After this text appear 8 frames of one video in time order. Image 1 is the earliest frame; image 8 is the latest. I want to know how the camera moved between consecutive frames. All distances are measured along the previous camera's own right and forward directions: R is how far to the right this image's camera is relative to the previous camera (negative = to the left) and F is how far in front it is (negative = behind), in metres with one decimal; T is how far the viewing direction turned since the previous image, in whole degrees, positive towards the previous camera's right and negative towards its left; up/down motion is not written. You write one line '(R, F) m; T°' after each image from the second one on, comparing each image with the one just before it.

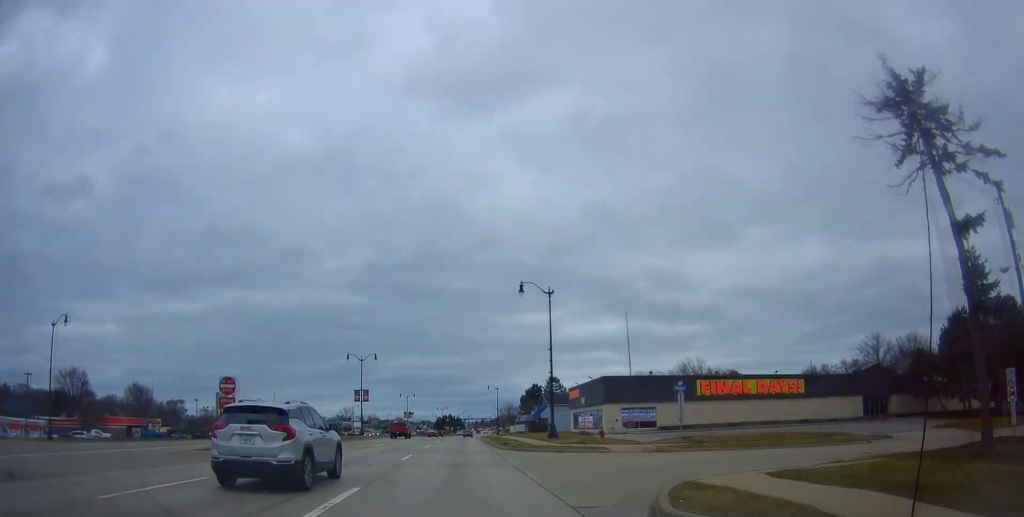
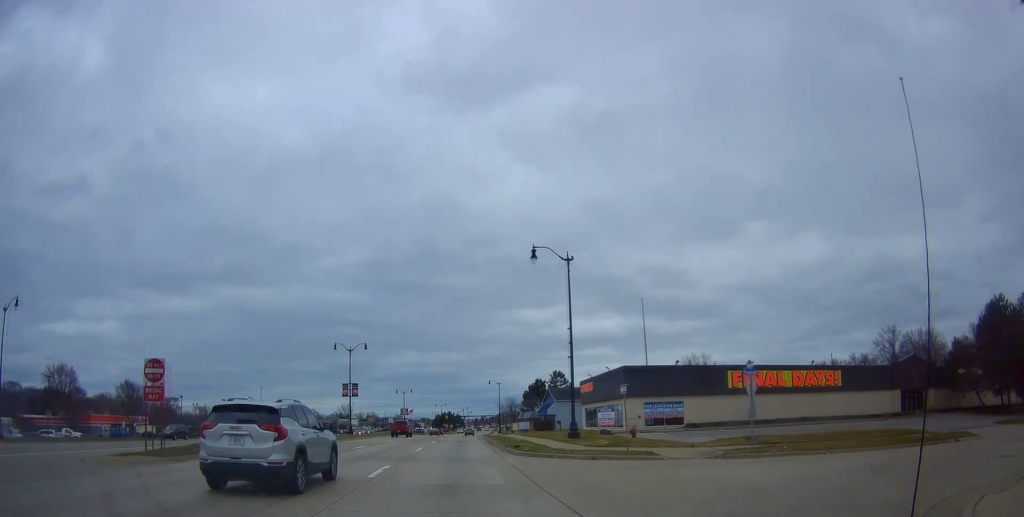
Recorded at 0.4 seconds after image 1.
(-0.2, +7.7) m; 0°
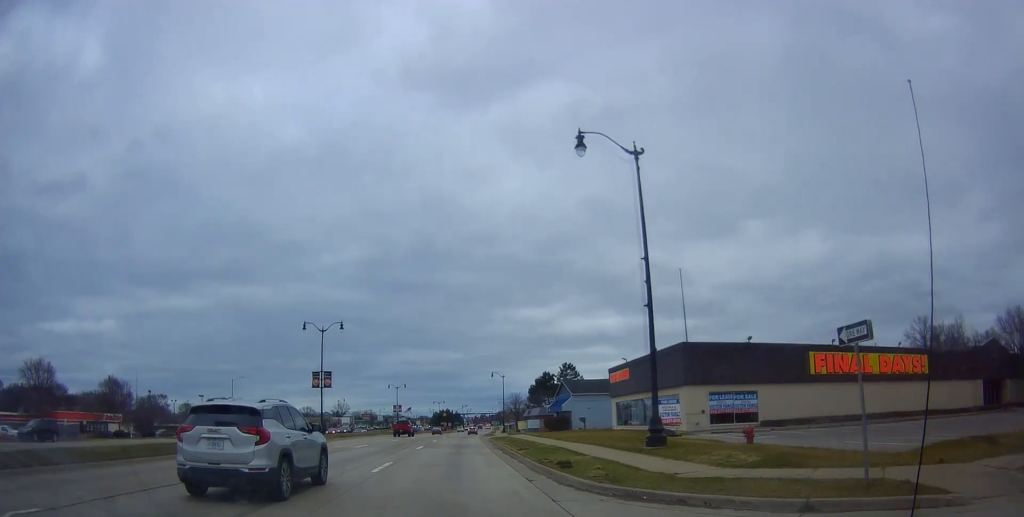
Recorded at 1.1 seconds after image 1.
(+0.3, +14.3) m; -1°
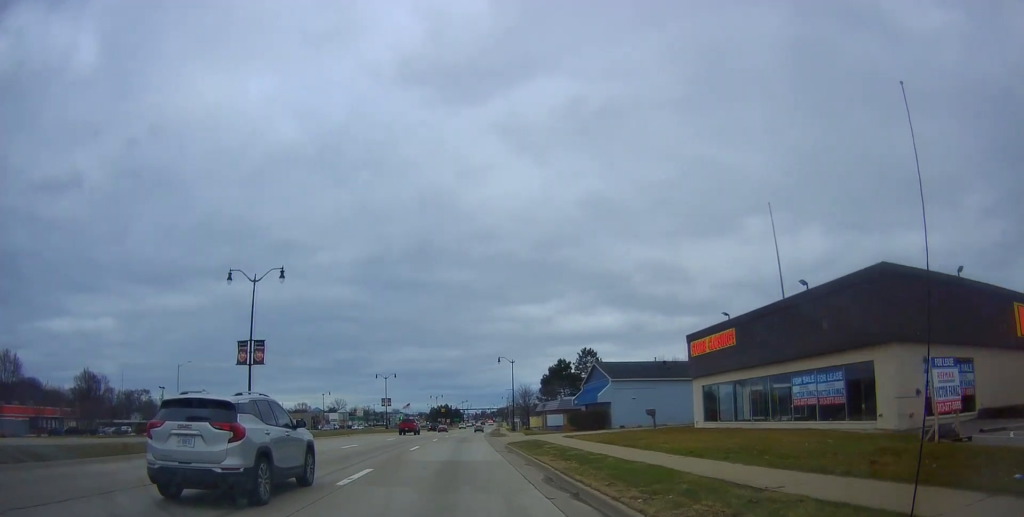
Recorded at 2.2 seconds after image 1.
(-0.5, +19.9) m; 0°
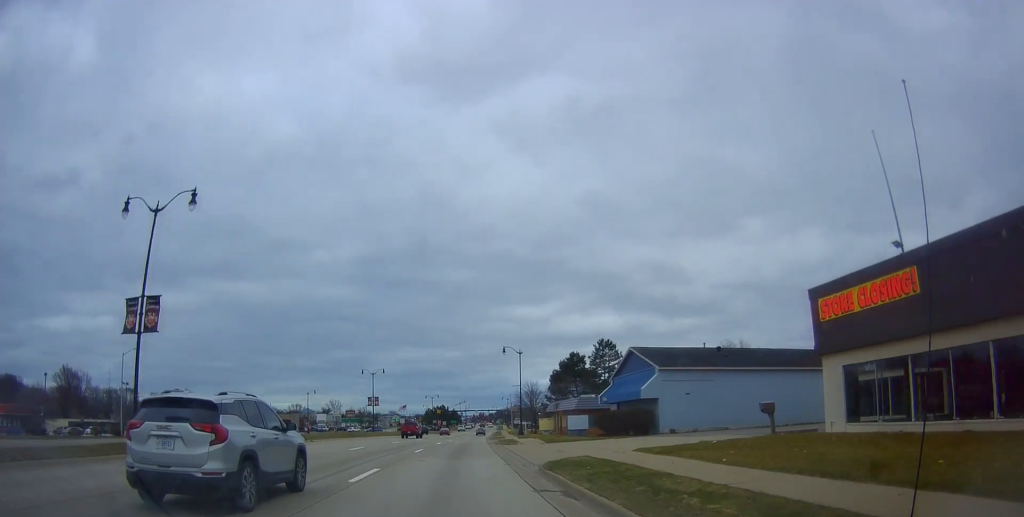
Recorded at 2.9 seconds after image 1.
(+0.2, +14.0) m; +1°
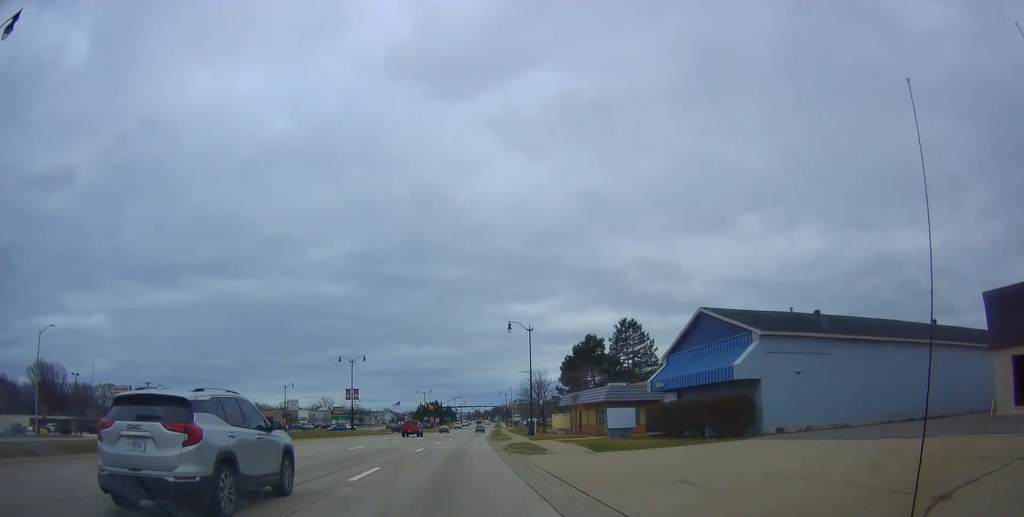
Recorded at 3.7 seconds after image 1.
(+0.4, +15.3) m; +1°
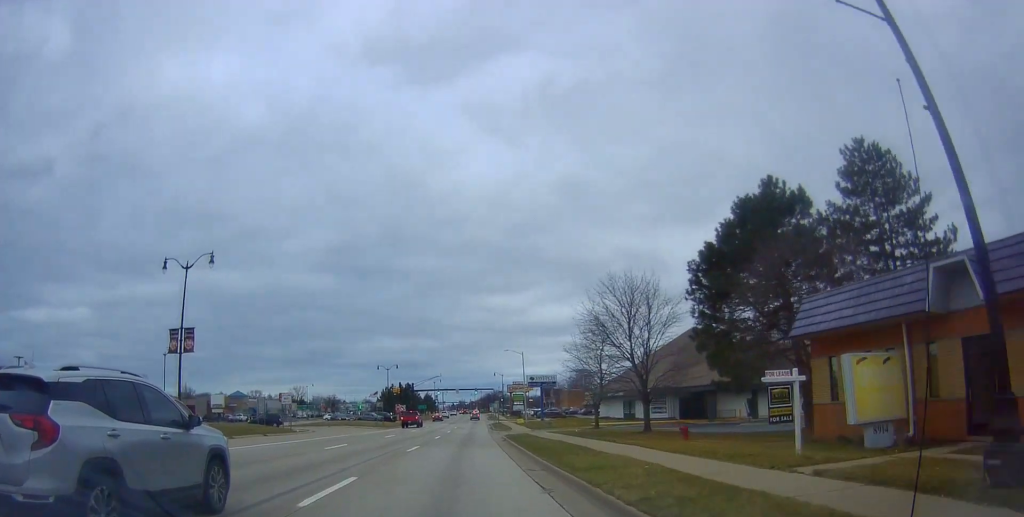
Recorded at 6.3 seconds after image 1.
(+1.5, +51.0) m; +2°
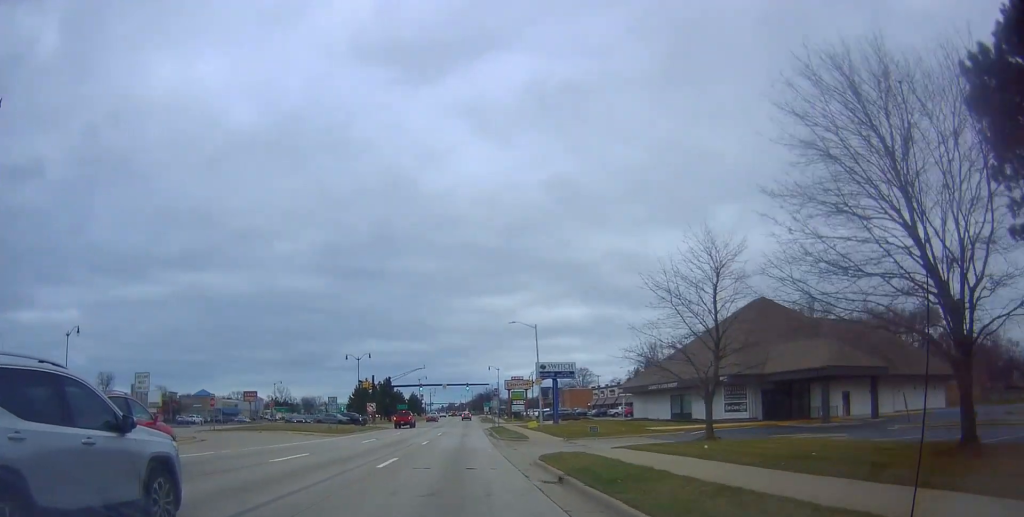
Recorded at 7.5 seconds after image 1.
(-0.7, +22.6) m; -1°
